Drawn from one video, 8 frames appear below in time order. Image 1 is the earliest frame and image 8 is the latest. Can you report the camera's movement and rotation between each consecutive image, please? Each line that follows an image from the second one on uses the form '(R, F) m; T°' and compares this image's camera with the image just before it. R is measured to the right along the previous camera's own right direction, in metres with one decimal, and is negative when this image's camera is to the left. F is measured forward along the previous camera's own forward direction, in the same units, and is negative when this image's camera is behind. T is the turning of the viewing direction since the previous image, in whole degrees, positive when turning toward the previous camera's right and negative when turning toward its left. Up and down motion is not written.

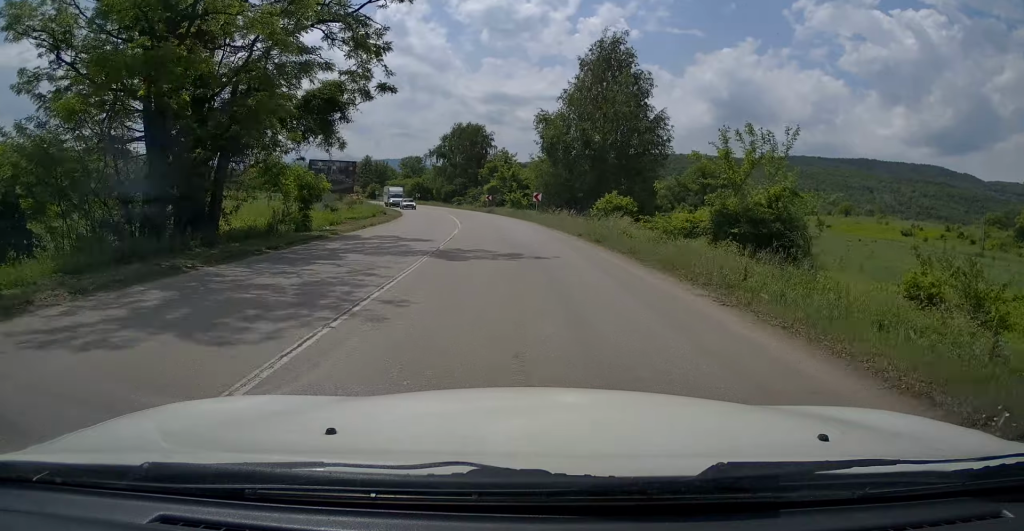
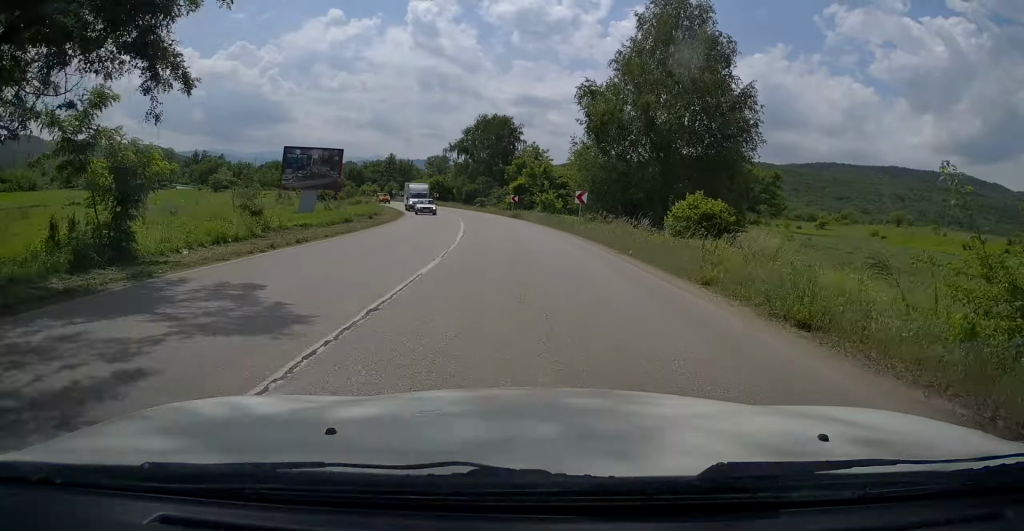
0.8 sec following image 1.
(-0.2, +11.6) m; -3°
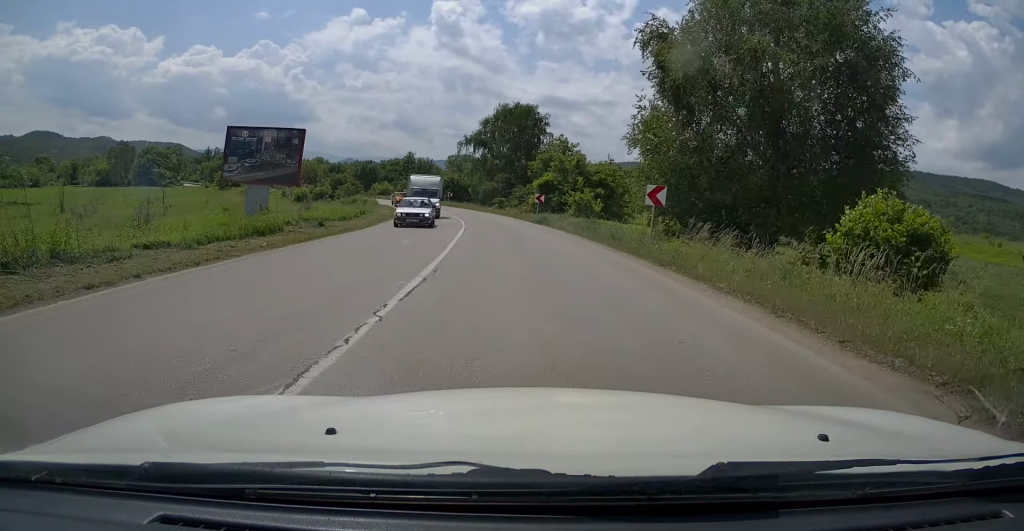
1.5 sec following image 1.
(-0.4, +11.2) m; -2°
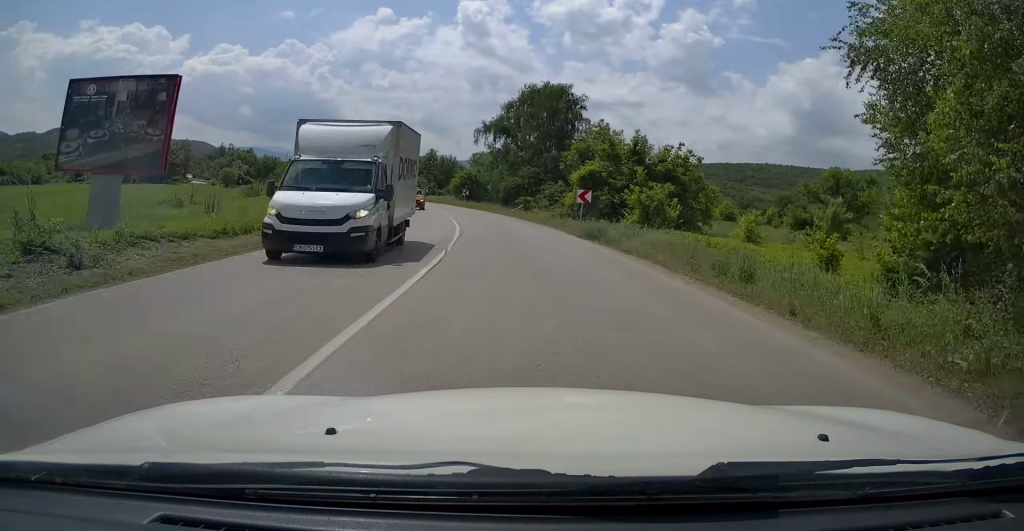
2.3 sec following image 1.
(-0.3, +13.6) m; -2°
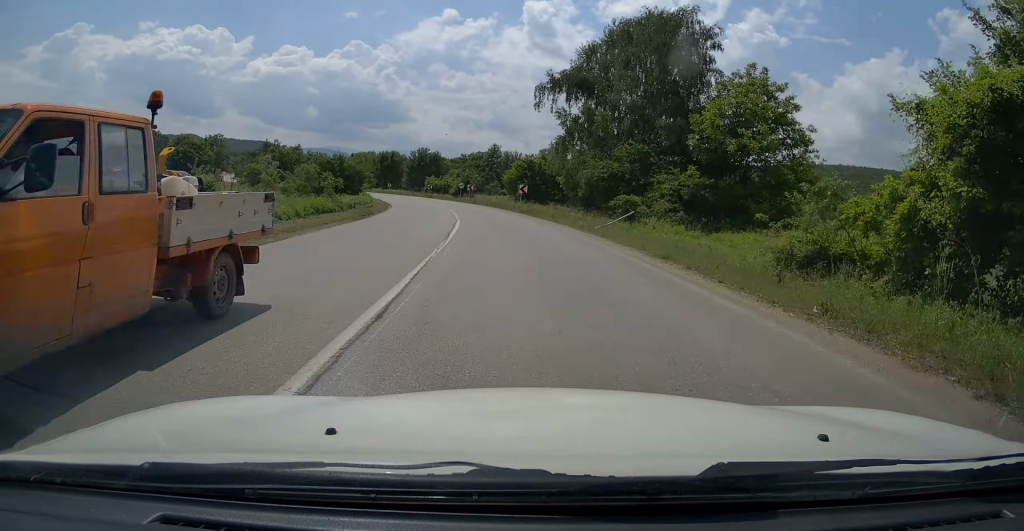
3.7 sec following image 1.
(-1.1, +26.6) m; -5°
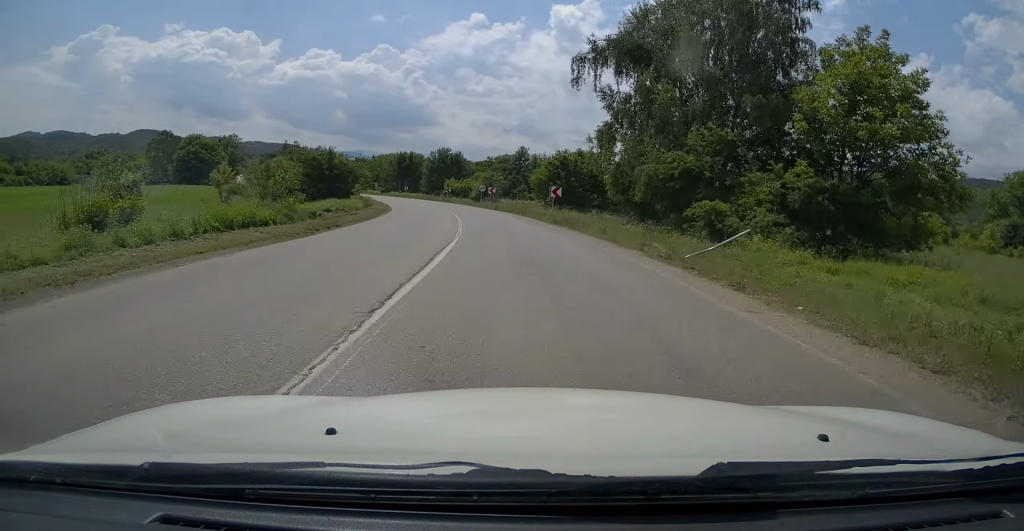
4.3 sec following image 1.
(-0.1, +10.7) m; -2°
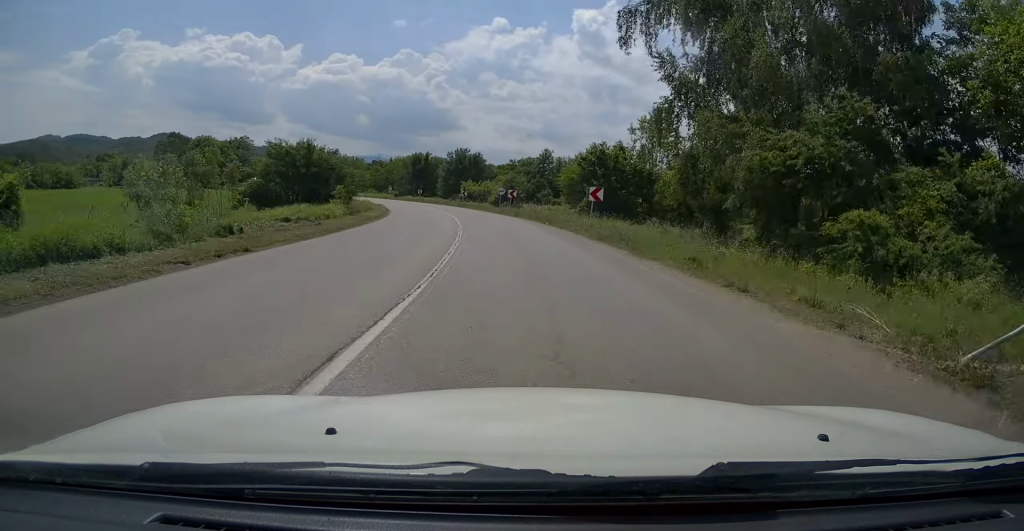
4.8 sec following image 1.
(+0.2, +9.4) m; -2°
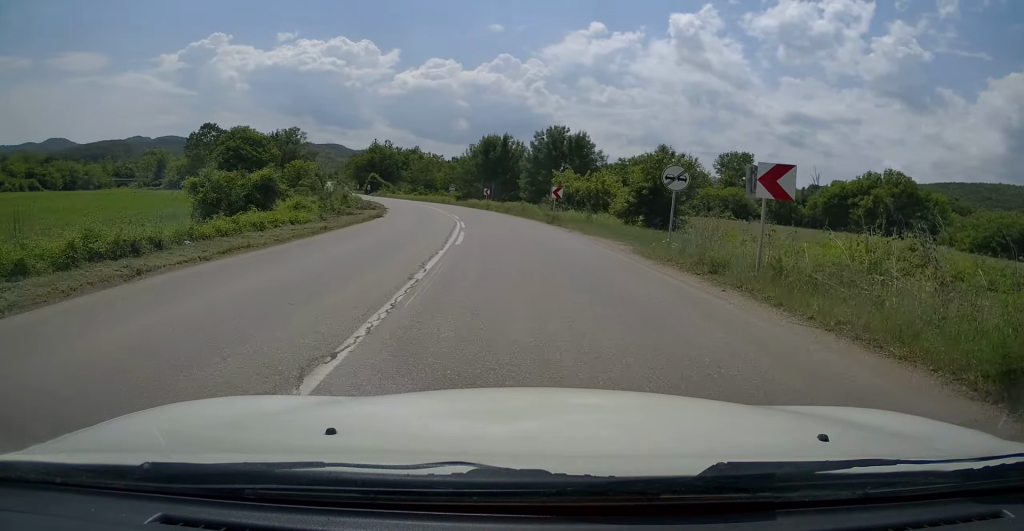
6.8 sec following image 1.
(-3.0, +38.0) m; -9°
